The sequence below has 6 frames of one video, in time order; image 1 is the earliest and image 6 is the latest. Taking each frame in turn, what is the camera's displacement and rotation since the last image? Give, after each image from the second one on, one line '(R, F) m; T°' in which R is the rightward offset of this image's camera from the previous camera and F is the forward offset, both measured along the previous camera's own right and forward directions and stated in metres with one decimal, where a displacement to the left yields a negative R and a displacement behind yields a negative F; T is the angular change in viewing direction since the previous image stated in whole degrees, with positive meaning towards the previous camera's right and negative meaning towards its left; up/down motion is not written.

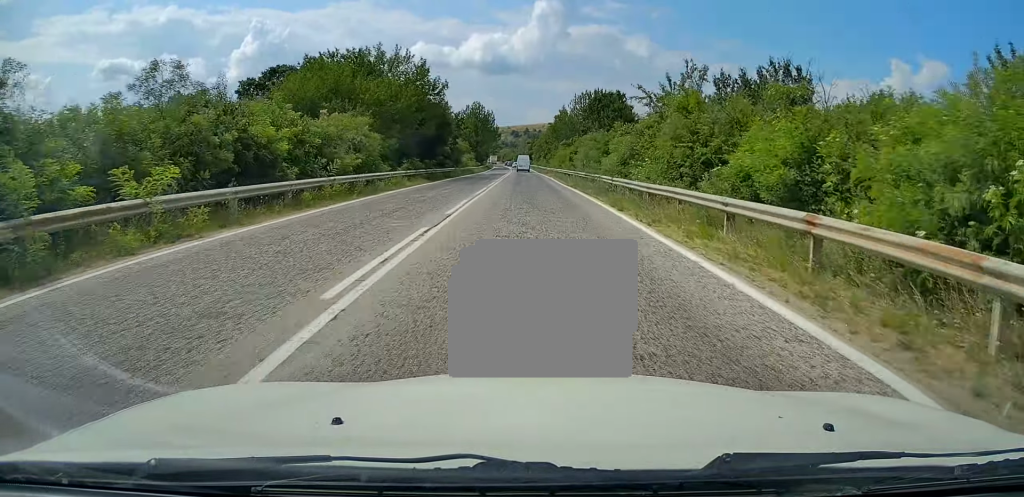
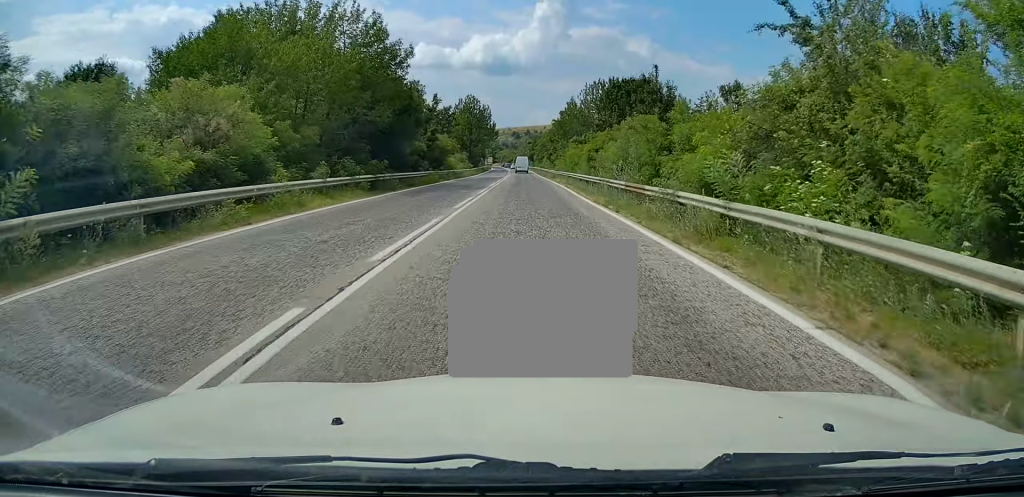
(+0.2, +15.6) m; 0°
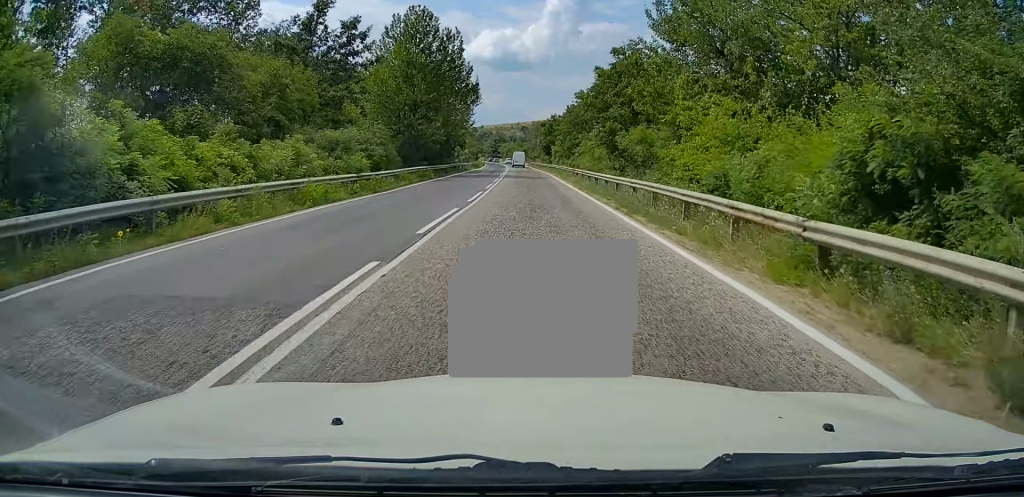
(-0.4, +60.8) m; -1°
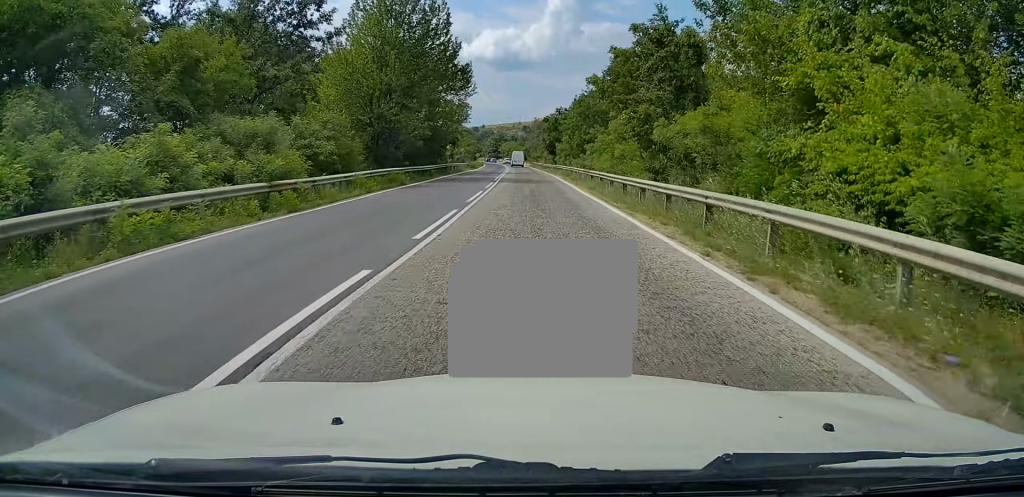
(-0.1, +9.4) m; 0°
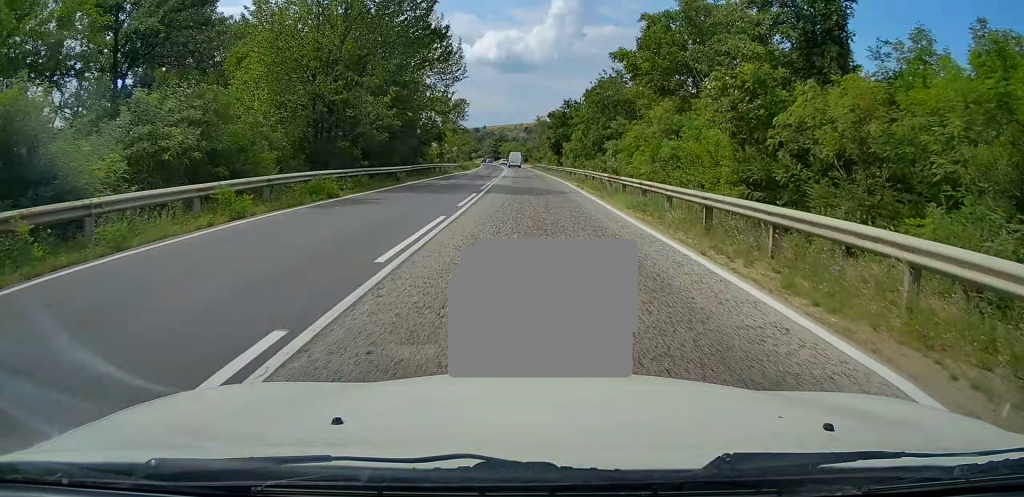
(-0.1, +11.6) m; 0°
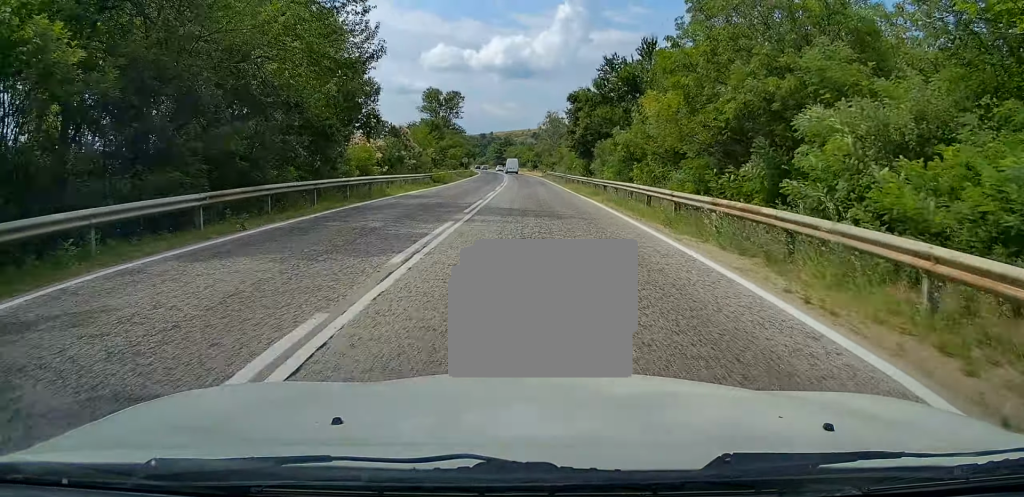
(+0.2, +26.7) m; +1°
